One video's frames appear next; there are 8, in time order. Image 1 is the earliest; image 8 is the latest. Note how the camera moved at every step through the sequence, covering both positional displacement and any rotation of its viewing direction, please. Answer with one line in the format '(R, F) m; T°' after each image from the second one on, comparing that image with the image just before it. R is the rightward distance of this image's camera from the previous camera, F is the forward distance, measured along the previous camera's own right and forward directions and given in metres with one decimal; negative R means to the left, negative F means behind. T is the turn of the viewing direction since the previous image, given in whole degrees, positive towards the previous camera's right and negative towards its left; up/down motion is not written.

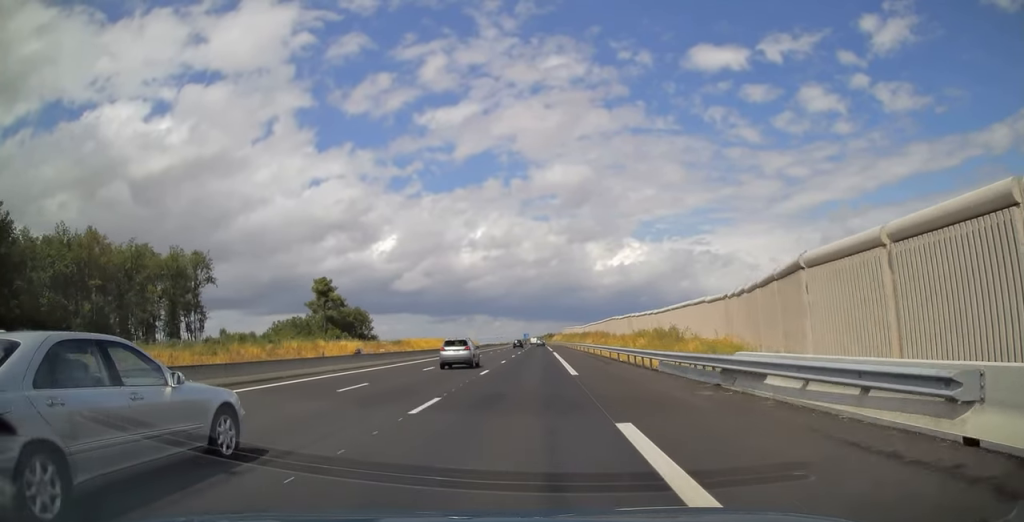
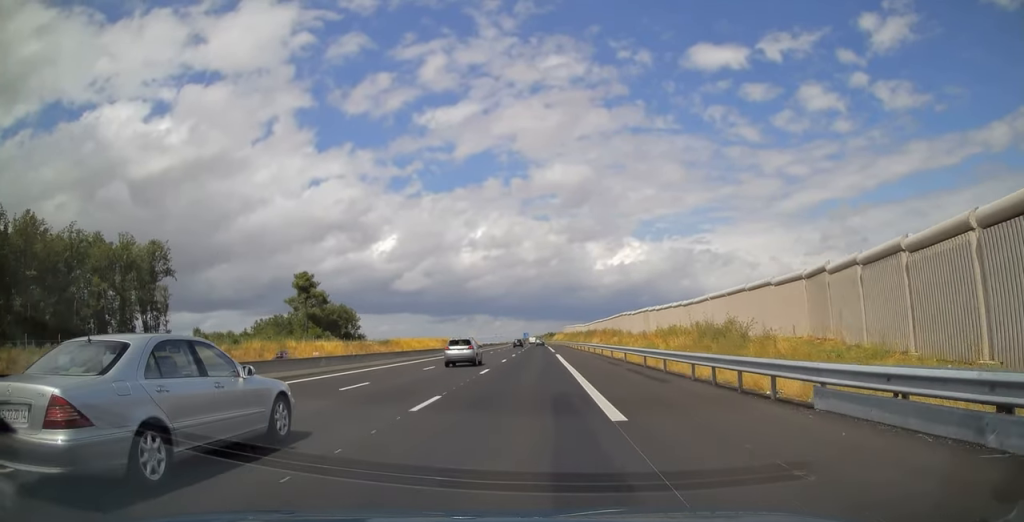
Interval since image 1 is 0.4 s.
(0.0, +12.9) m; 0°
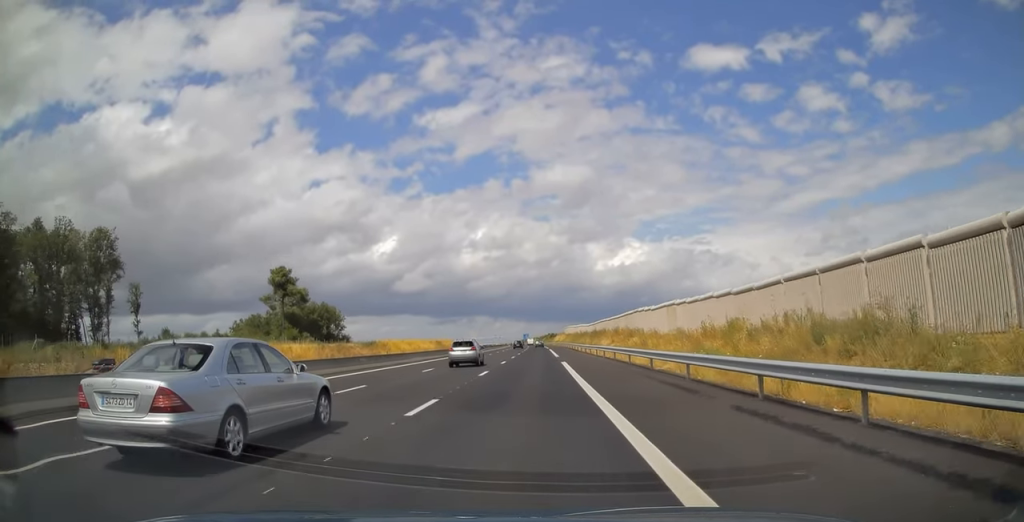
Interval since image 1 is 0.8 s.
(0.0, +13.4) m; 0°
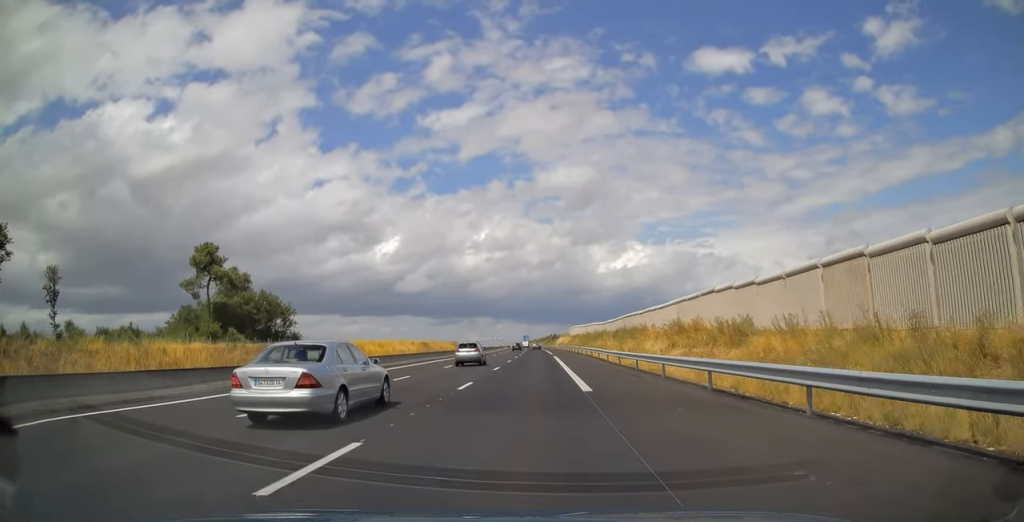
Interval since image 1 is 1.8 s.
(0.0, +32.2) m; 0°
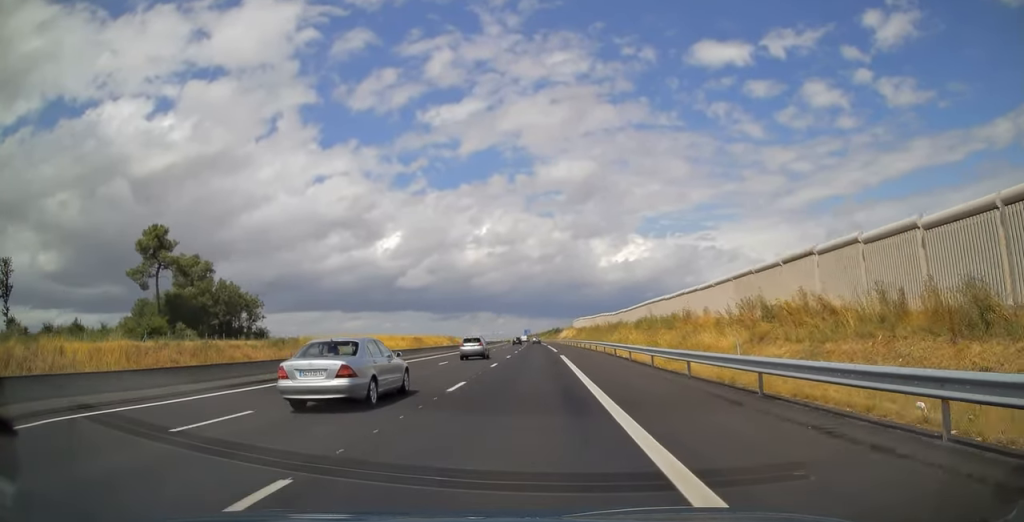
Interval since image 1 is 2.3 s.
(0.0, +15.6) m; 0°
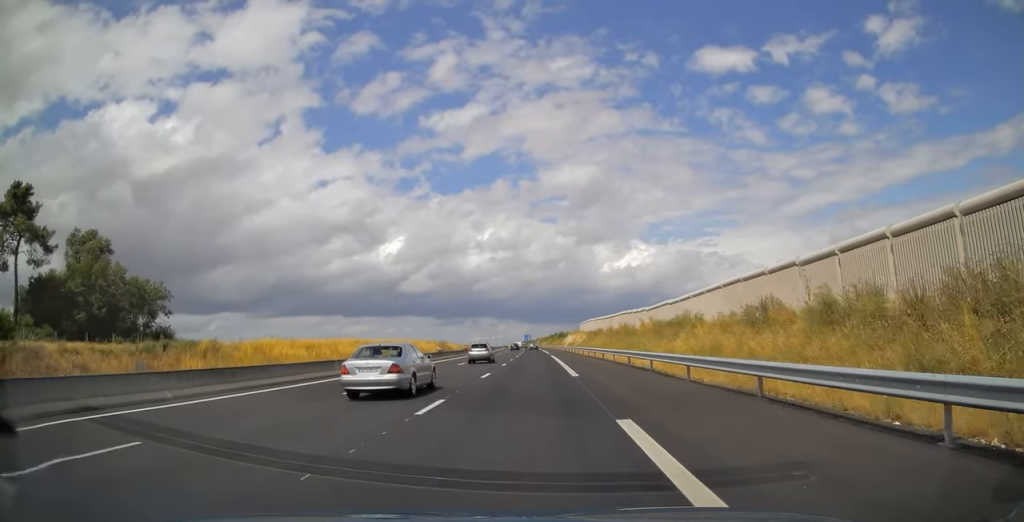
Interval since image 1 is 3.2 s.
(0.0, +30.1) m; 0°
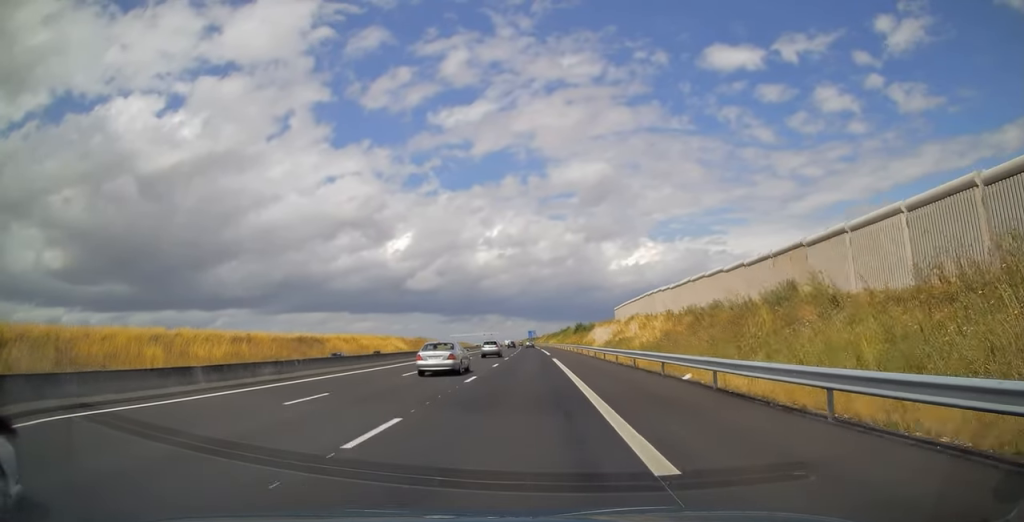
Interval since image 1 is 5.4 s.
(-0.4, +69.4) m; 0°
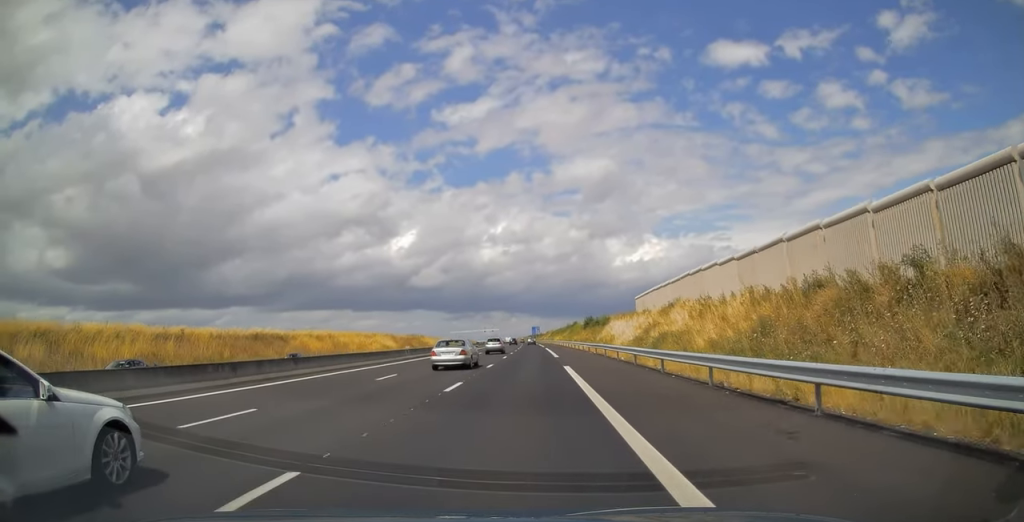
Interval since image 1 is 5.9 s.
(0.0, +17.7) m; 0°
